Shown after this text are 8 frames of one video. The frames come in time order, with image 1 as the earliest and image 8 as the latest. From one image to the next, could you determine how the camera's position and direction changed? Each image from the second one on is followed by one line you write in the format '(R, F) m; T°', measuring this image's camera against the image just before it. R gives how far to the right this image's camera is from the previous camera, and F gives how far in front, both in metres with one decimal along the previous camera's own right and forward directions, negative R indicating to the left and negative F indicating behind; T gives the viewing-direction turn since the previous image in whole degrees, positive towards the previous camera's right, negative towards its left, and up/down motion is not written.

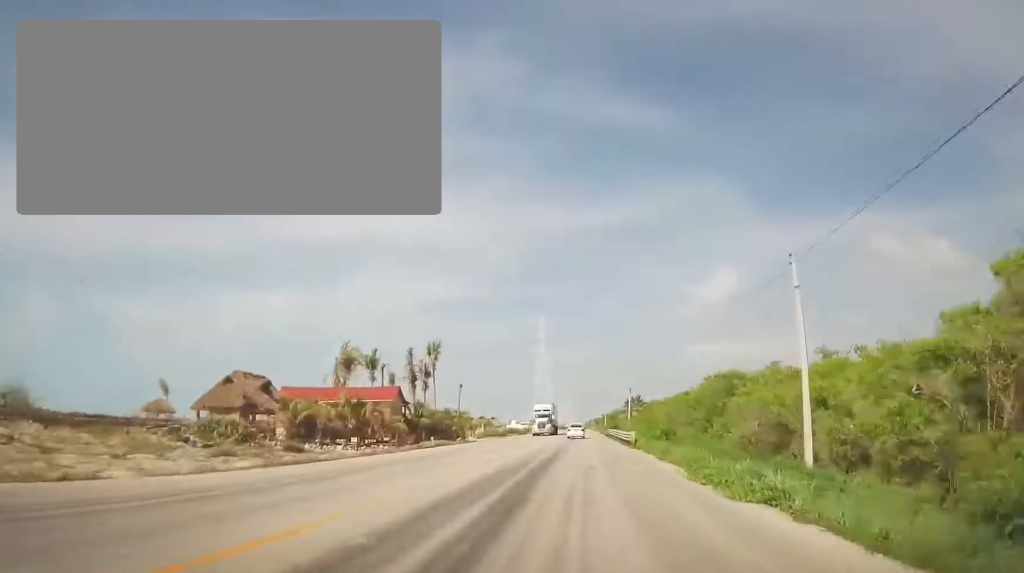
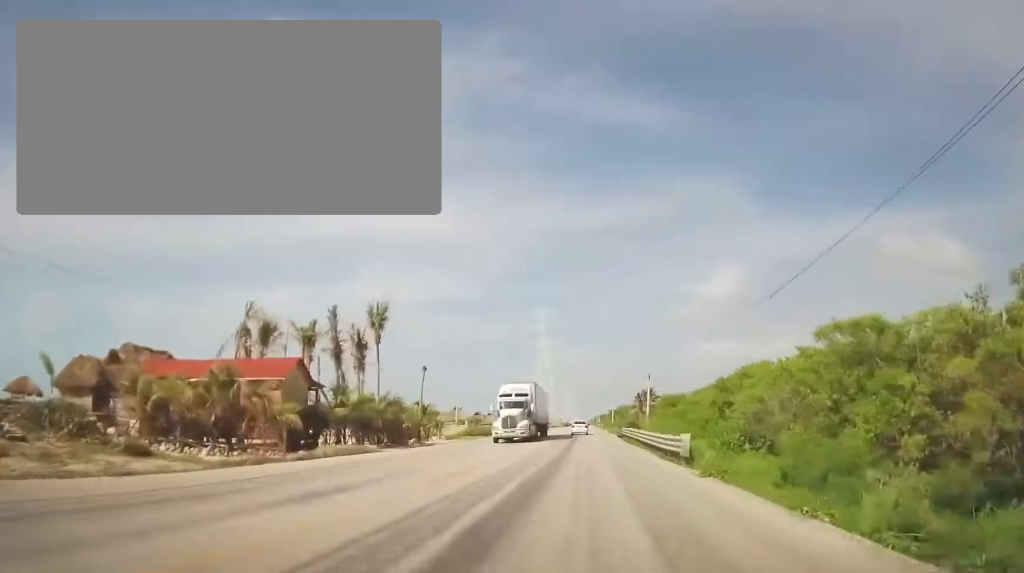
(+0.1, +18.5) m; 0°
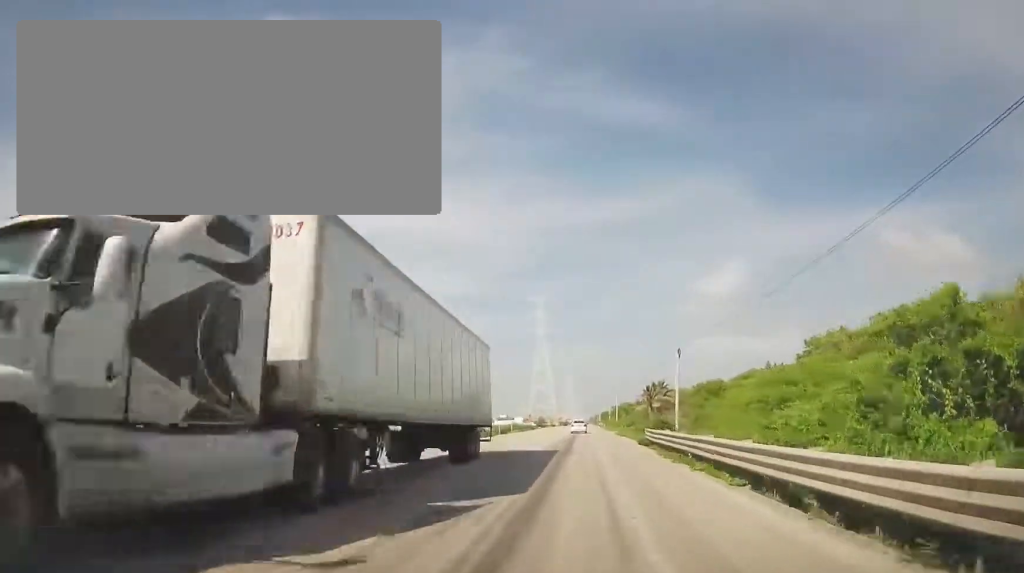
(0.0, +19.3) m; -2°
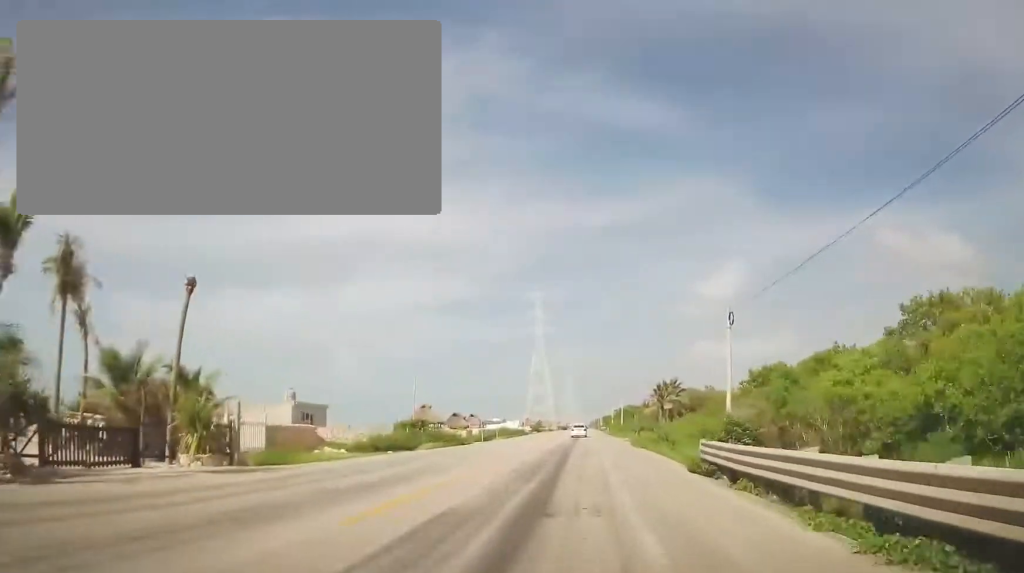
(-0.4, +14.8) m; -1°
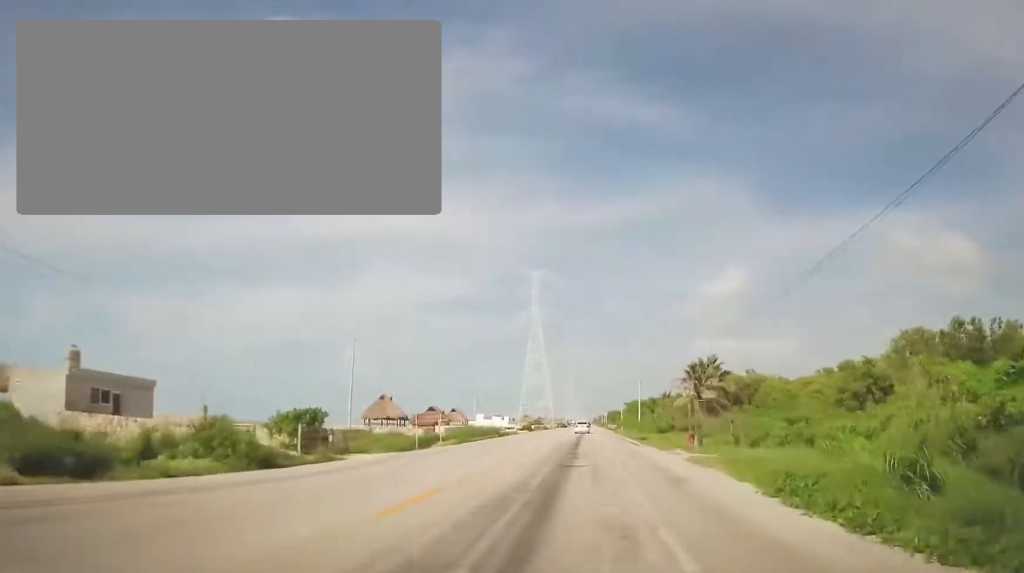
(-0.1, +28.9) m; +1°
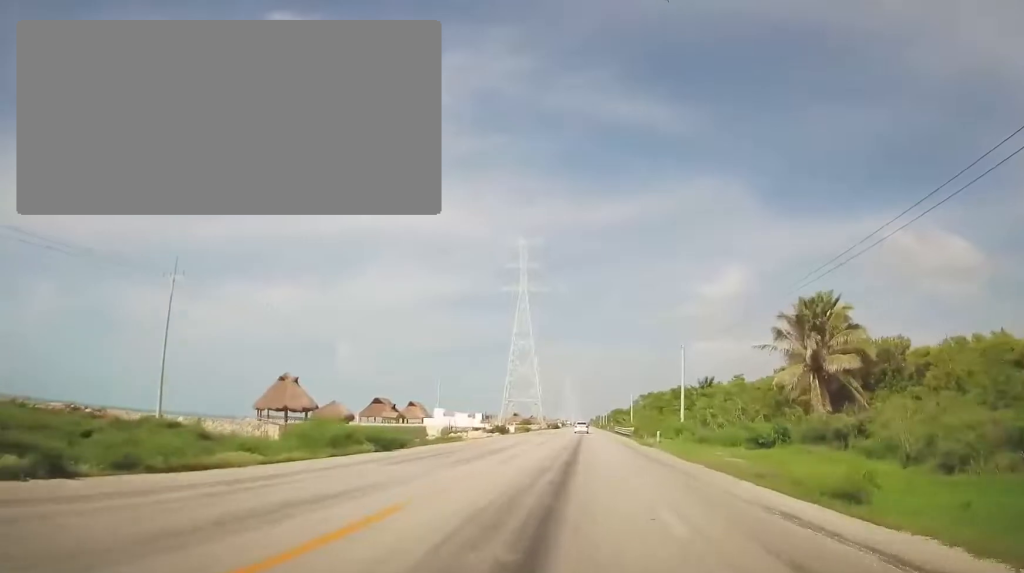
(+0.5, +35.2) m; +1°
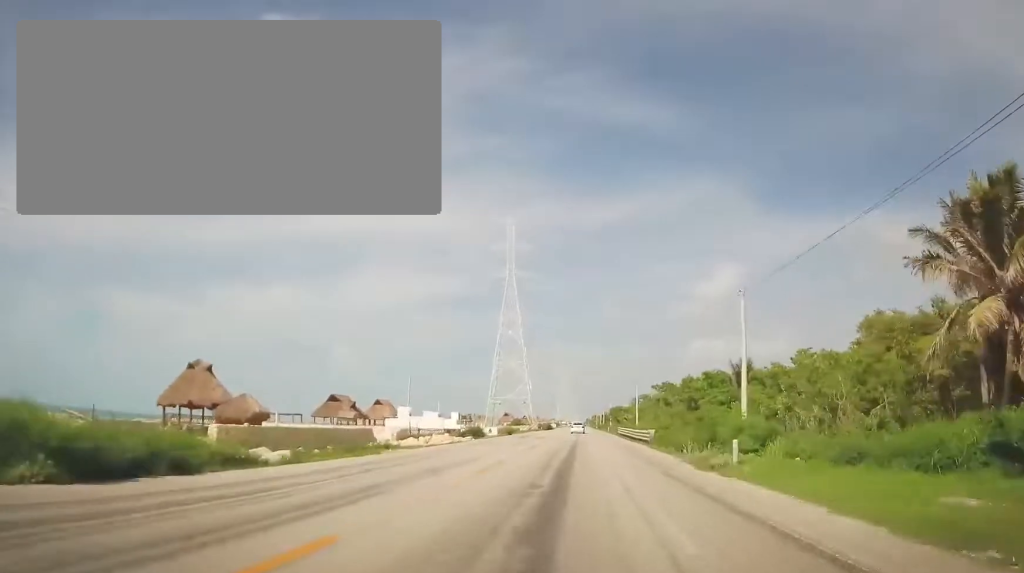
(0.0, +17.2) m; +1°
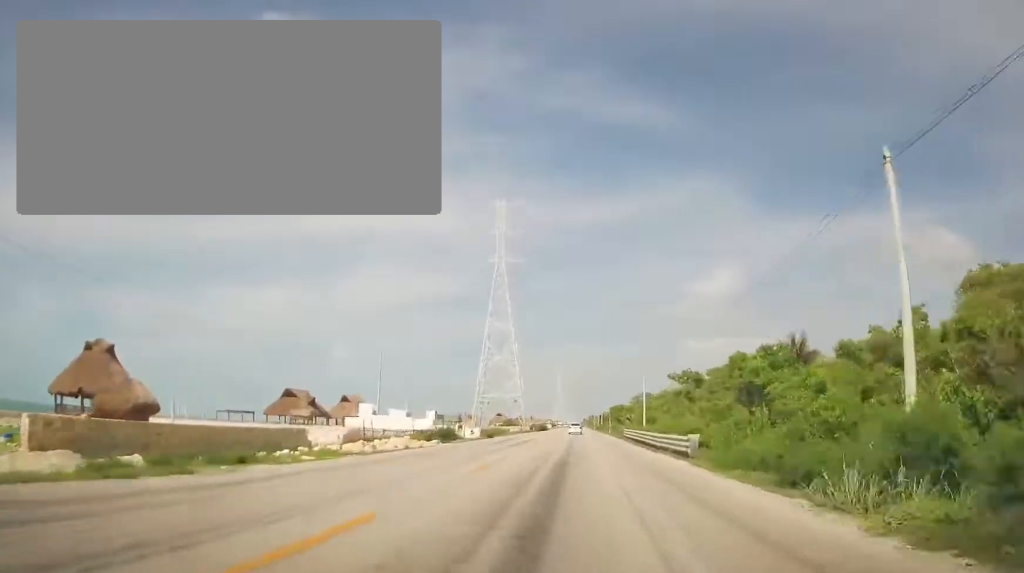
(0.0, +13.3) m; 0°
